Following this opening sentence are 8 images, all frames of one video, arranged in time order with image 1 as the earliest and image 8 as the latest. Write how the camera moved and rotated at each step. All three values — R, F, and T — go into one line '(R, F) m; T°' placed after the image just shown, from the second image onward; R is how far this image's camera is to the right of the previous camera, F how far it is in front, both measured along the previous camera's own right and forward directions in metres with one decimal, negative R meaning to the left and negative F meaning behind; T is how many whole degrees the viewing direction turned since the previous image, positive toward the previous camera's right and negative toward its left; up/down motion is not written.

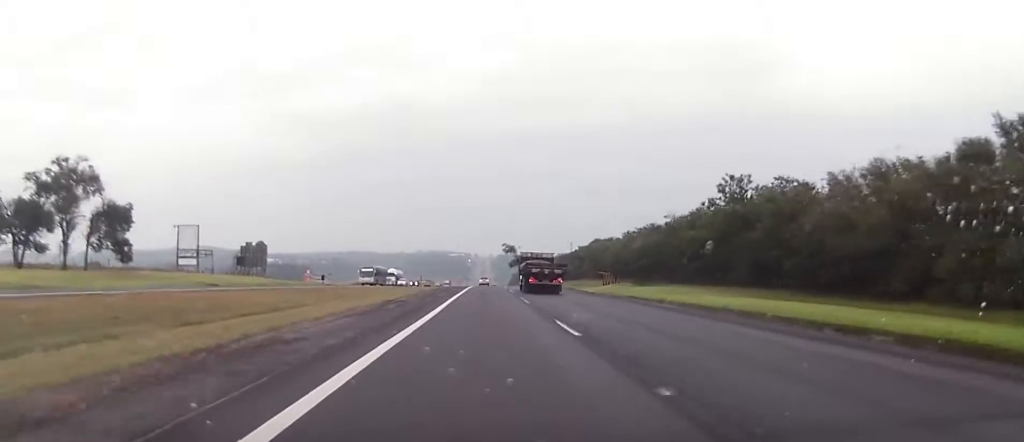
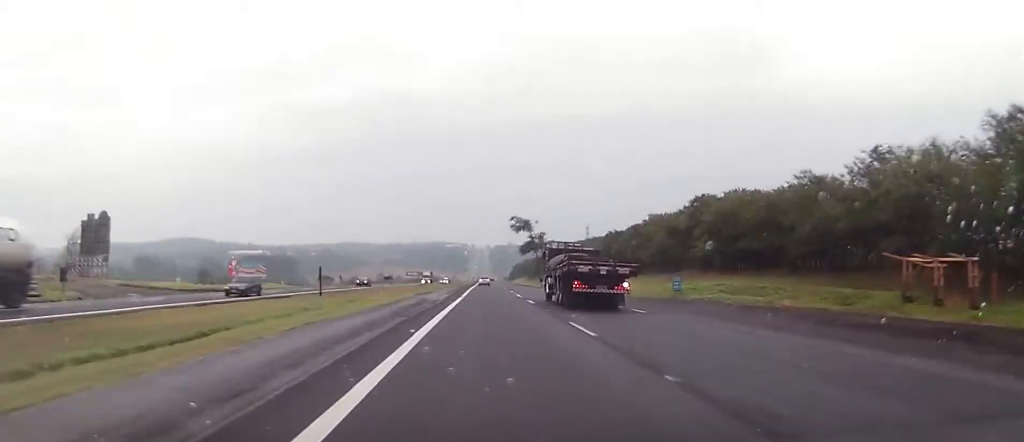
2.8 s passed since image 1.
(+1.1, +75.6) m; 0°
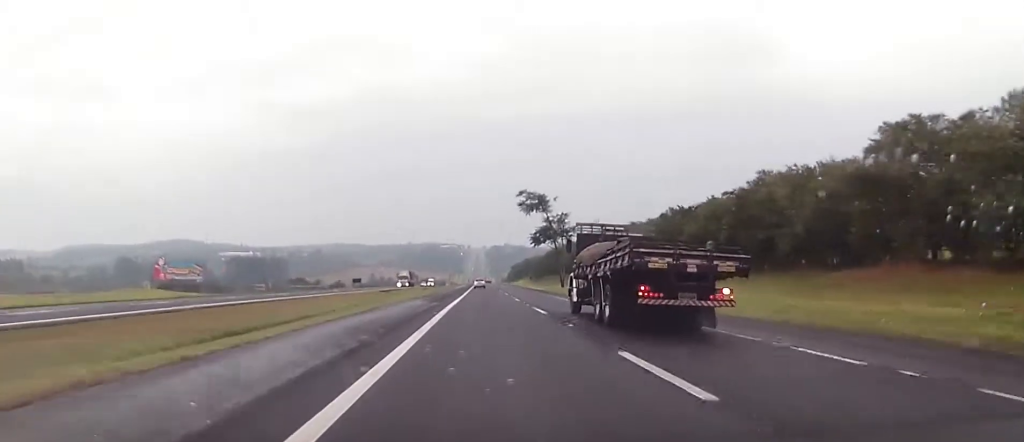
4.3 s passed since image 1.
(-0.4, +43.9) m; +1°
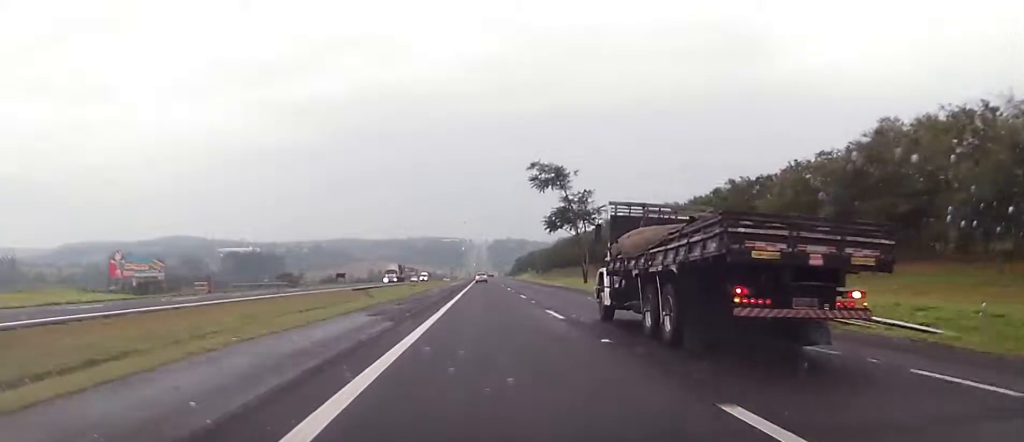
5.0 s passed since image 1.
(+0.4, +21.0) m; +1°
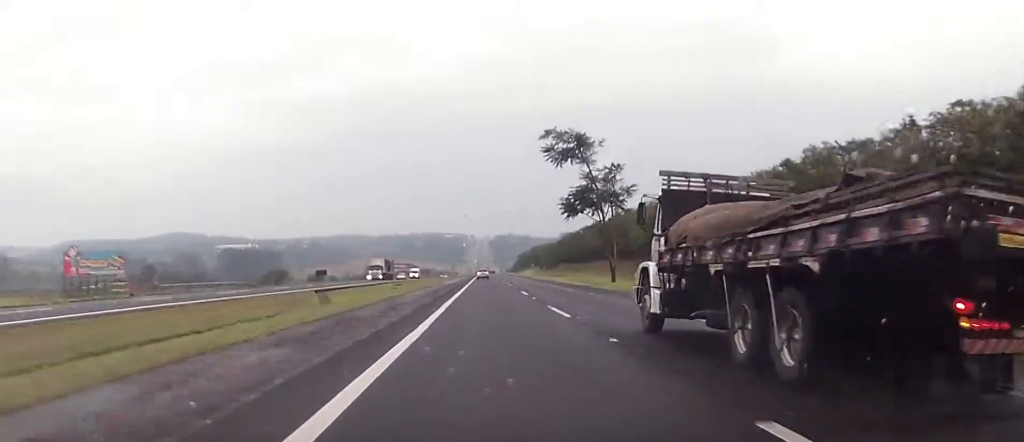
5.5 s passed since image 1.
(0.0, +17.2) m; 0°
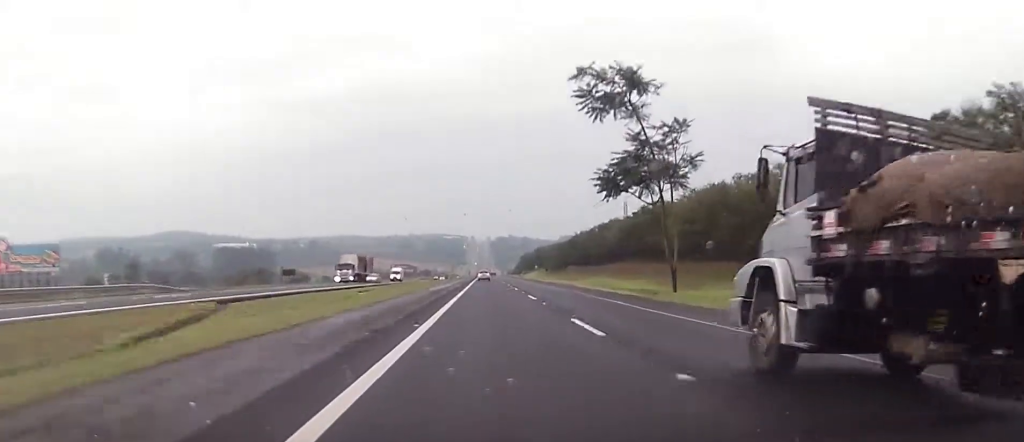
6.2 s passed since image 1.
(0.0, +21.4) m; 0°
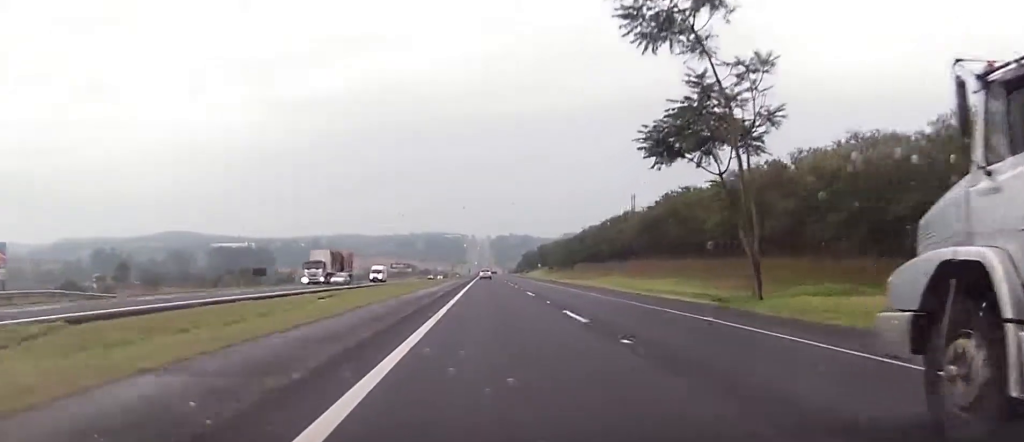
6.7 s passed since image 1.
(-0.1, +14.3) m; 0°
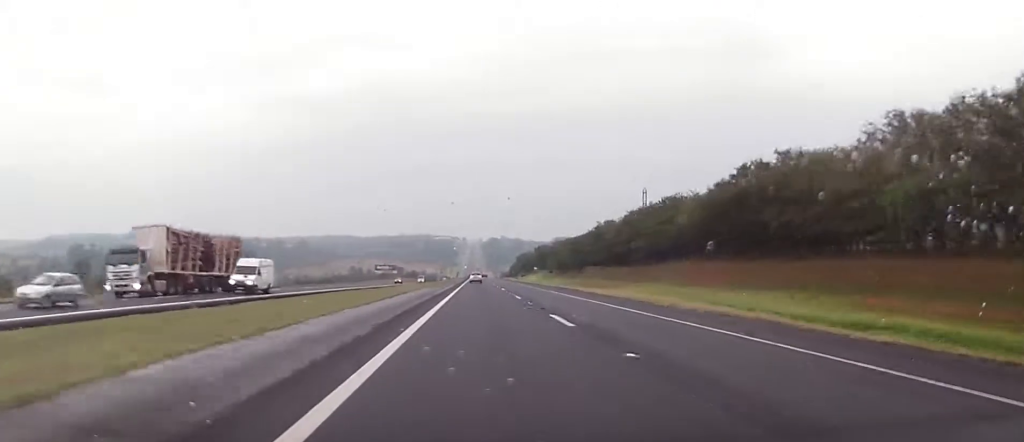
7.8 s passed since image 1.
(+0.1, +33.9) m; 0°
